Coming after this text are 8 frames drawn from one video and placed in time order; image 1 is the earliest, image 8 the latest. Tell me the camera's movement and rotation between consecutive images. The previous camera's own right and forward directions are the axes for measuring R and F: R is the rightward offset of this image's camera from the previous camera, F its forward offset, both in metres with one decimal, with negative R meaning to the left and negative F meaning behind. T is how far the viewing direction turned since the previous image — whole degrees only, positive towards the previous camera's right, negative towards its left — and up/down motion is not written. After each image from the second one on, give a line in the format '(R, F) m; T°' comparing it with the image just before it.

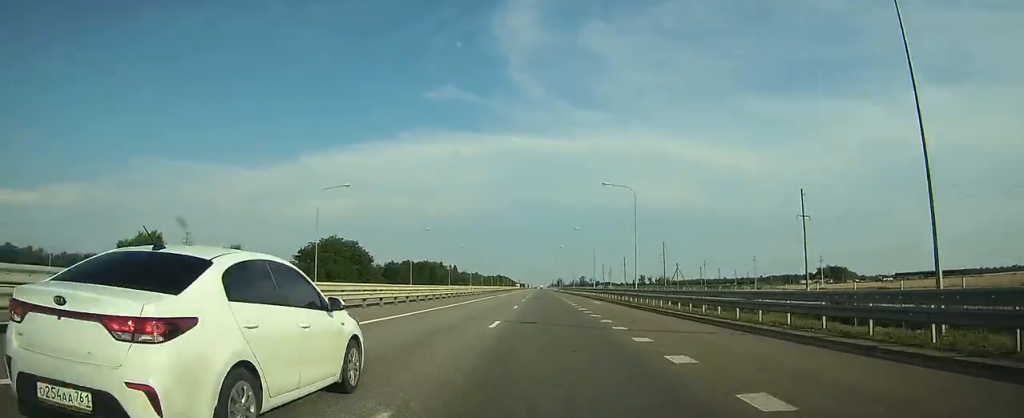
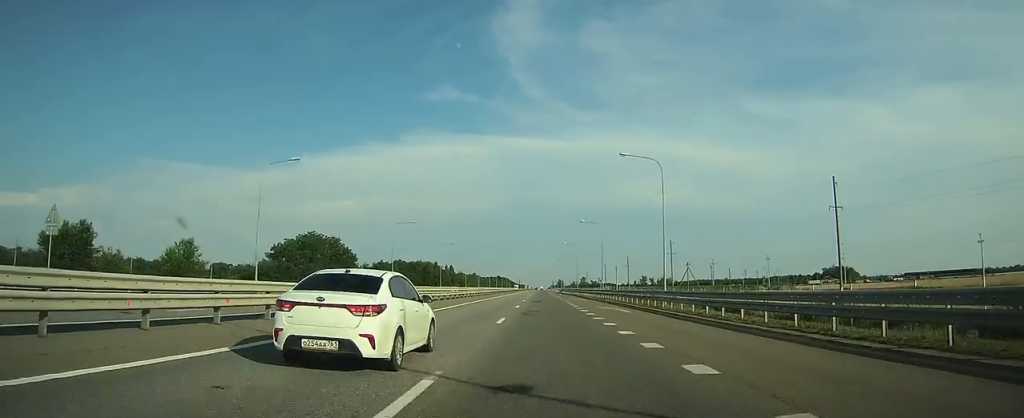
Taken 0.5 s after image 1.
(0.0, +12.9) m; 0°
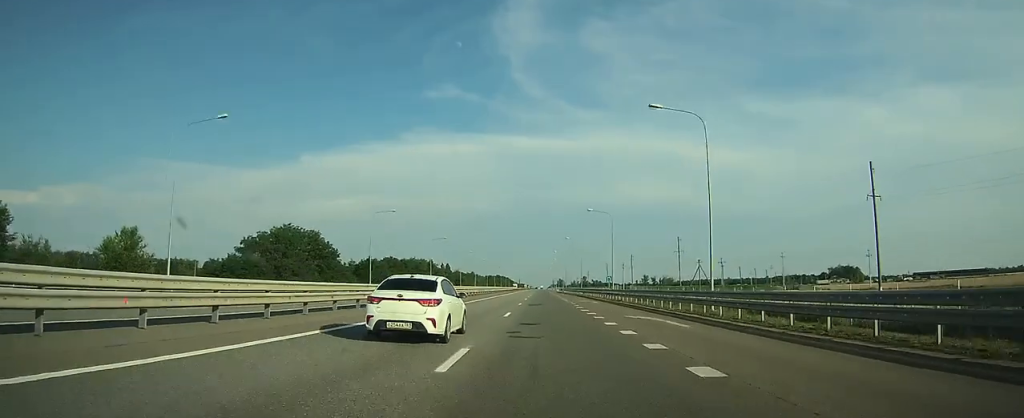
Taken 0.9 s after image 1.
(0.0, +12.0) m; 0°
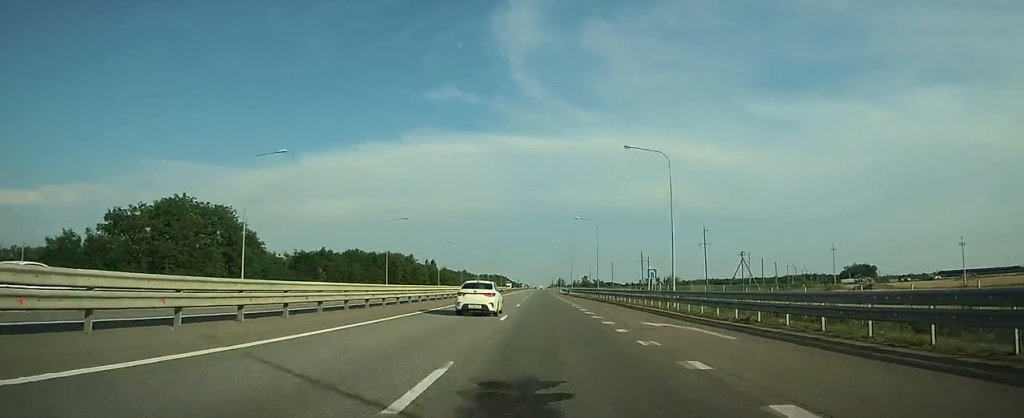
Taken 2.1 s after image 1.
(0.0, +34.3) m; 0°
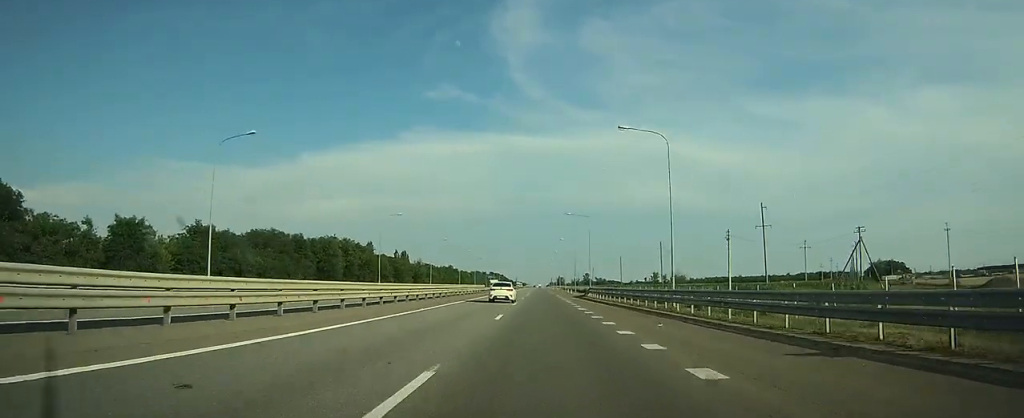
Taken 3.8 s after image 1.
(0.0, +47.8) m; 0°
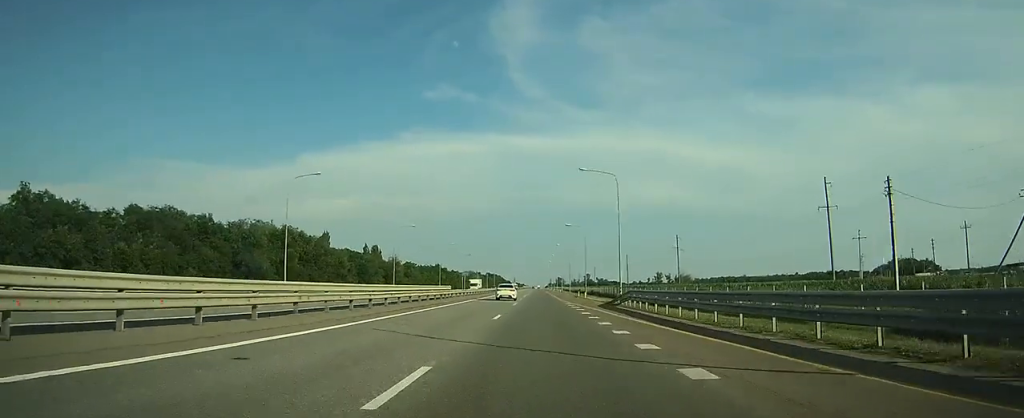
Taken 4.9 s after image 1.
(-0.1, +31.3) m; 0°
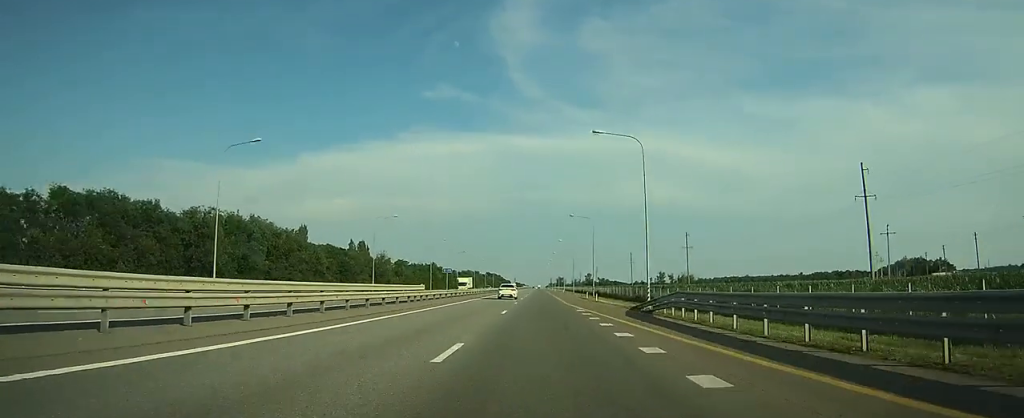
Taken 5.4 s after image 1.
(0.0, +12.3) m; 0°
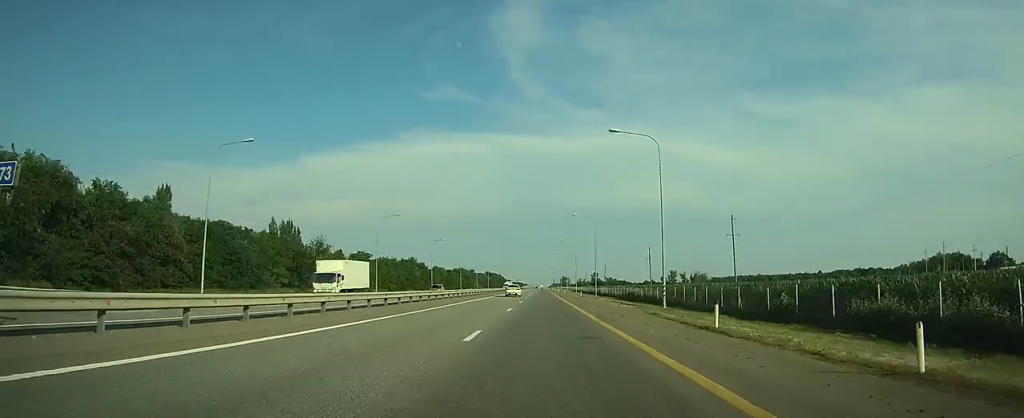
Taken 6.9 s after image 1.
(0.0, +45.0) m; 0°
